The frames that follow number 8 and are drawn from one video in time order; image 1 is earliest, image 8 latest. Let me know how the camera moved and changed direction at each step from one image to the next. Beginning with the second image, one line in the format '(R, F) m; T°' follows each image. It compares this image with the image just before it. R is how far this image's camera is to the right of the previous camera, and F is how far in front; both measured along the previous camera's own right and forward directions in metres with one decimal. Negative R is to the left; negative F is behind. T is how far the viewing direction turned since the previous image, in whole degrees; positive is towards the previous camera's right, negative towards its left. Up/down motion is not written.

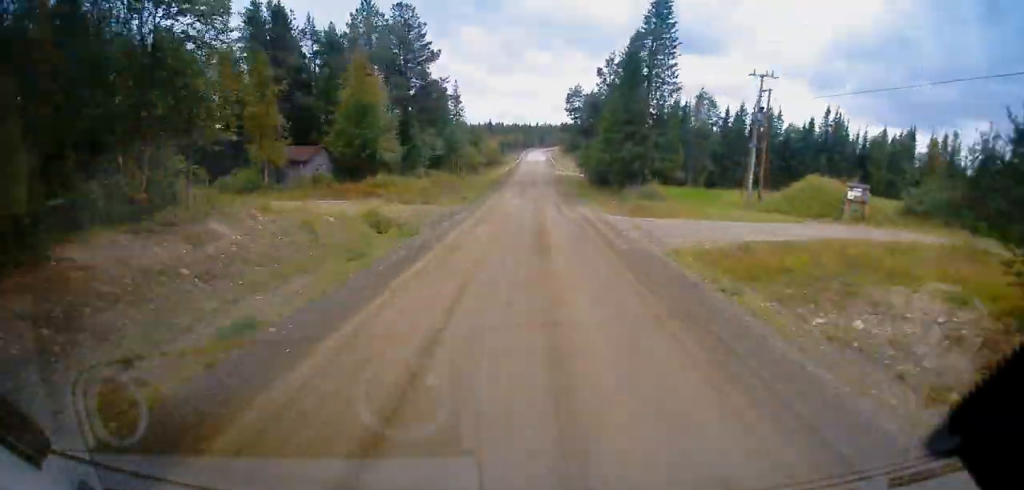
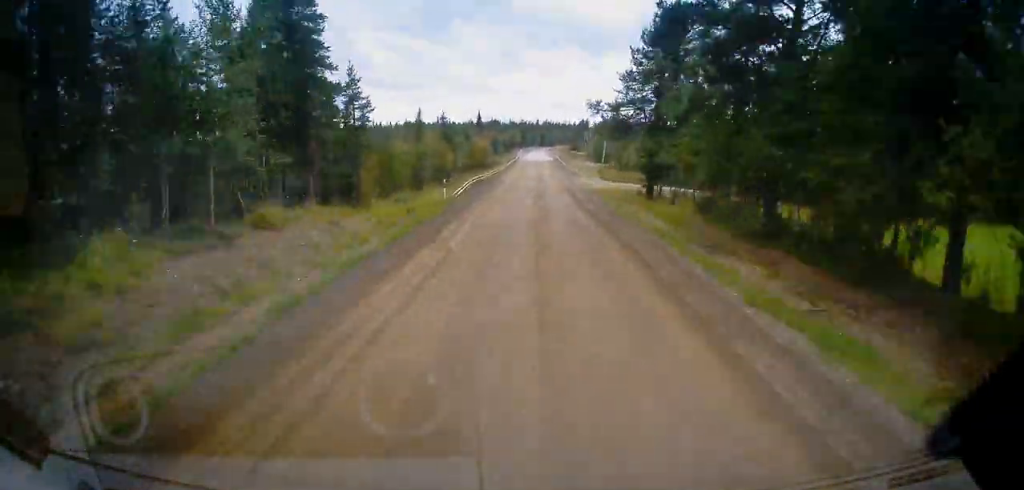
(+0.1, +38.6) m; 0°
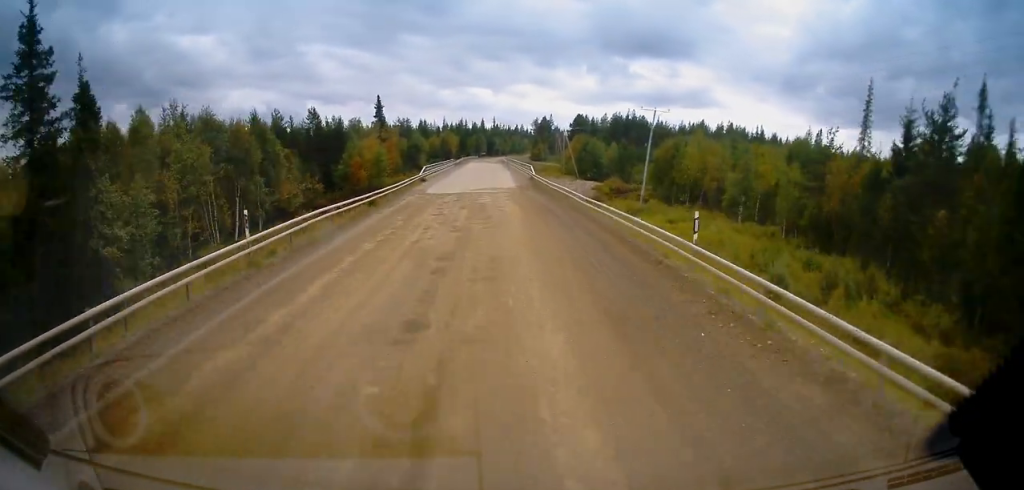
(+0.8, +77.8) m; +1°
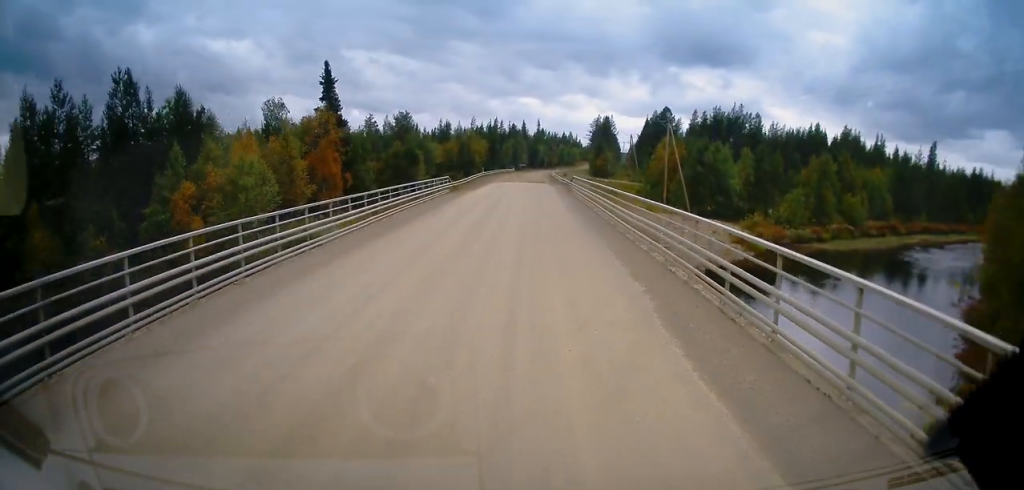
(-0.2, +53.1) m; 0°
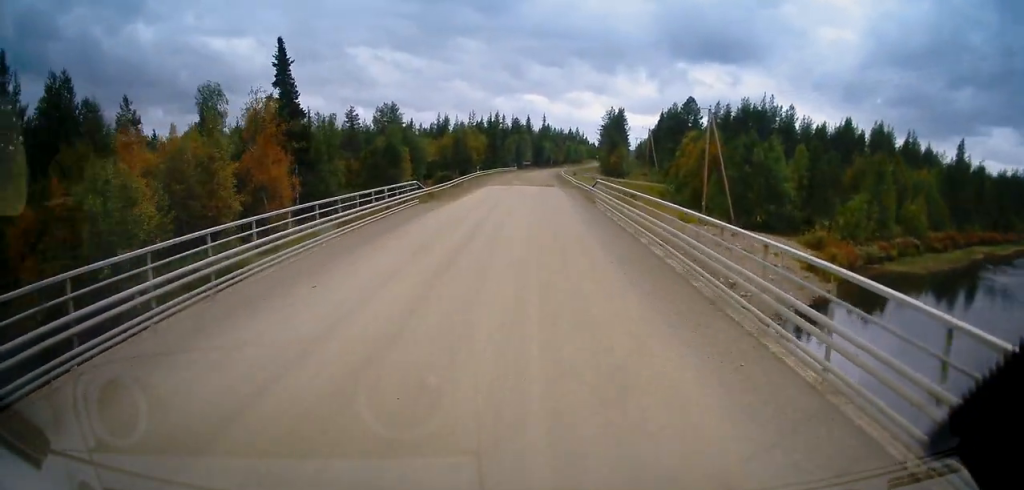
(-0.1, +12.0) m; +1°
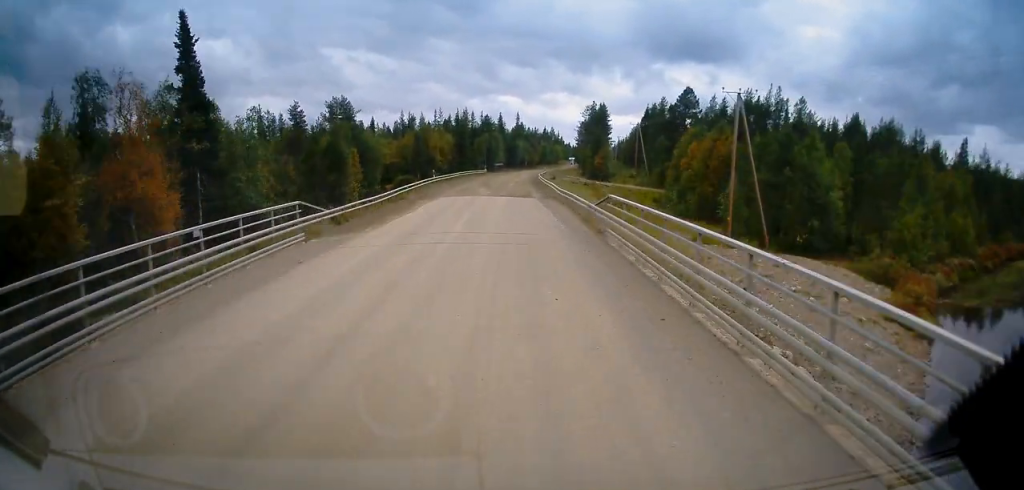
(+0.2, +7.4) m; +1°
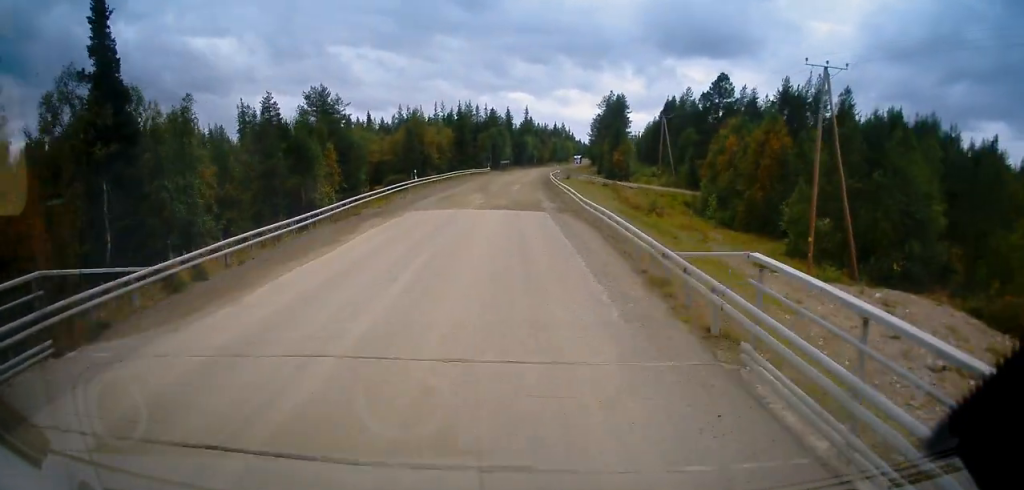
(+0.1, +6.8) m; +1°
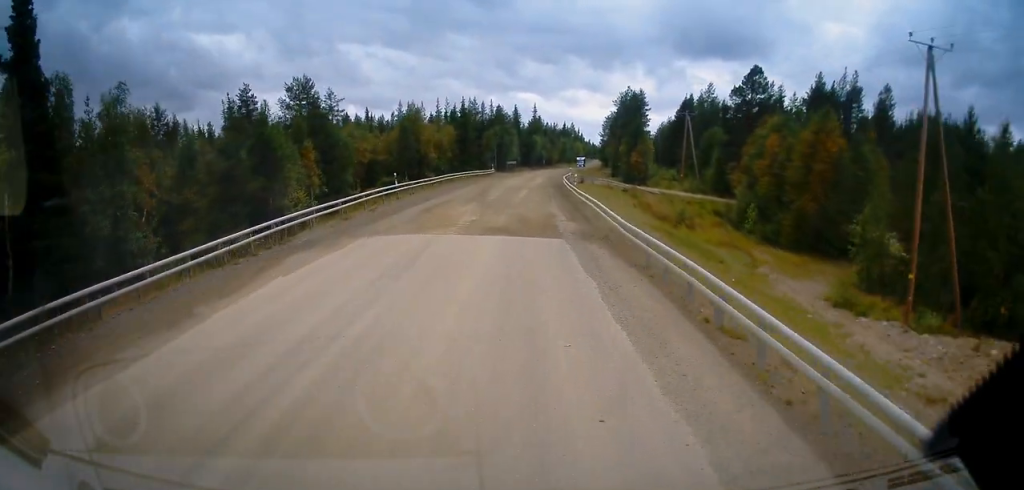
(0.0, +4.3) m; -1°
